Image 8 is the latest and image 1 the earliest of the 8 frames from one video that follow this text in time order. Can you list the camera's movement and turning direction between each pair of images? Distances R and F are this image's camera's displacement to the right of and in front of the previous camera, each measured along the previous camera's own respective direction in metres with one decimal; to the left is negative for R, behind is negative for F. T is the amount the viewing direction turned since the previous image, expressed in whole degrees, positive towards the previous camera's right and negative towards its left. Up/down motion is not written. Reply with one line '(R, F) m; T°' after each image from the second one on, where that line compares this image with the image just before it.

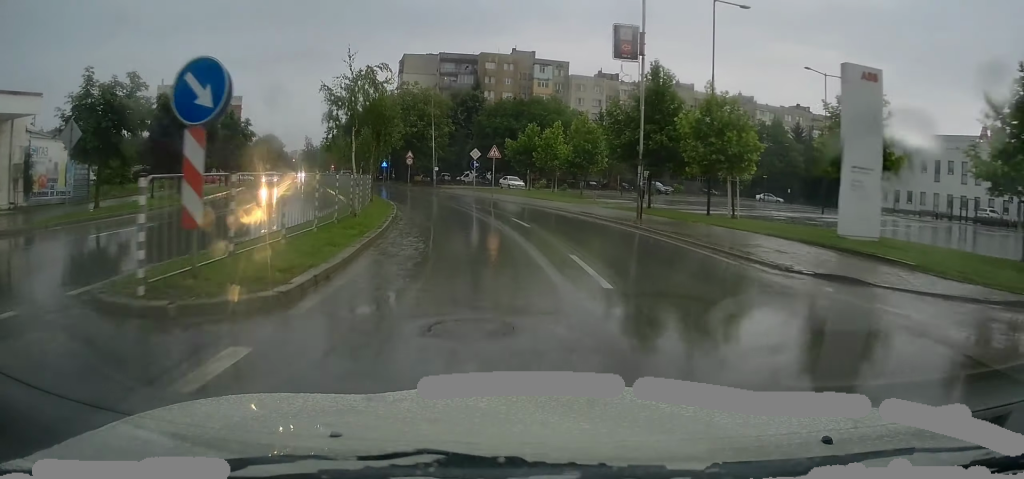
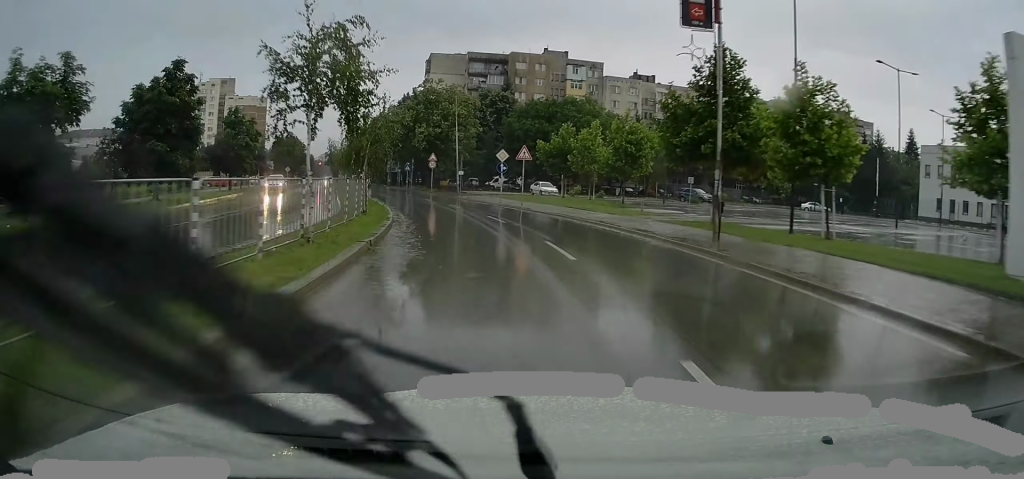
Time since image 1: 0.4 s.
(-0.1, +5.7) m; -3°
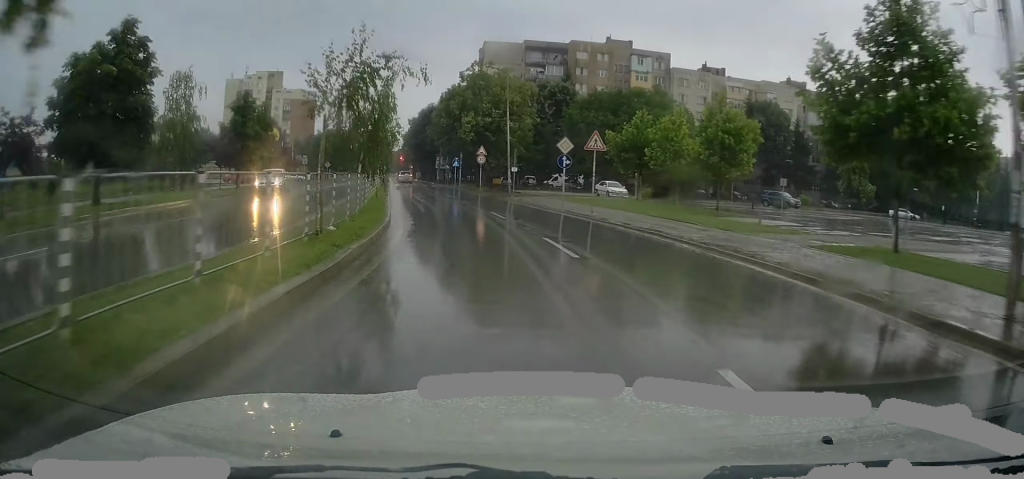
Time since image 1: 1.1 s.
(-0.3, +9.2) m; -6°
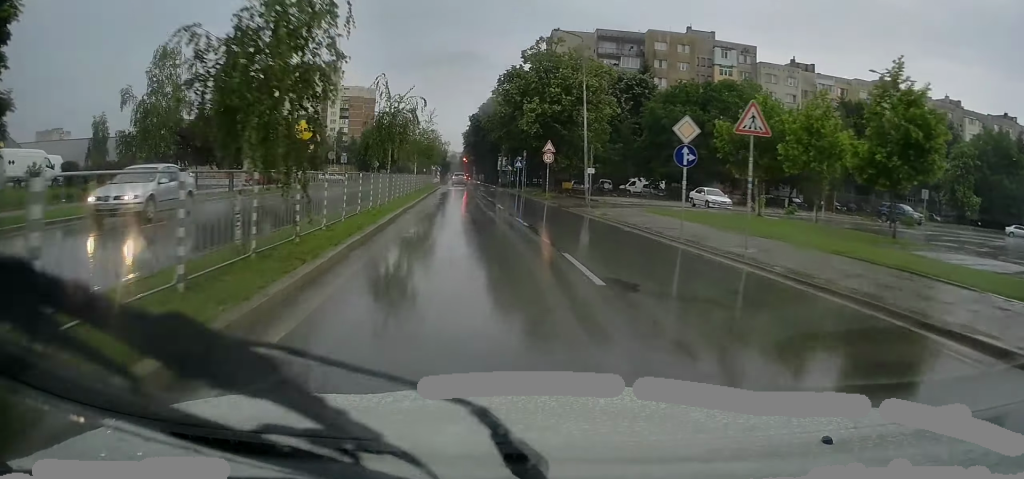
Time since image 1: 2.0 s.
(-0.8, +11.4) m; -6°
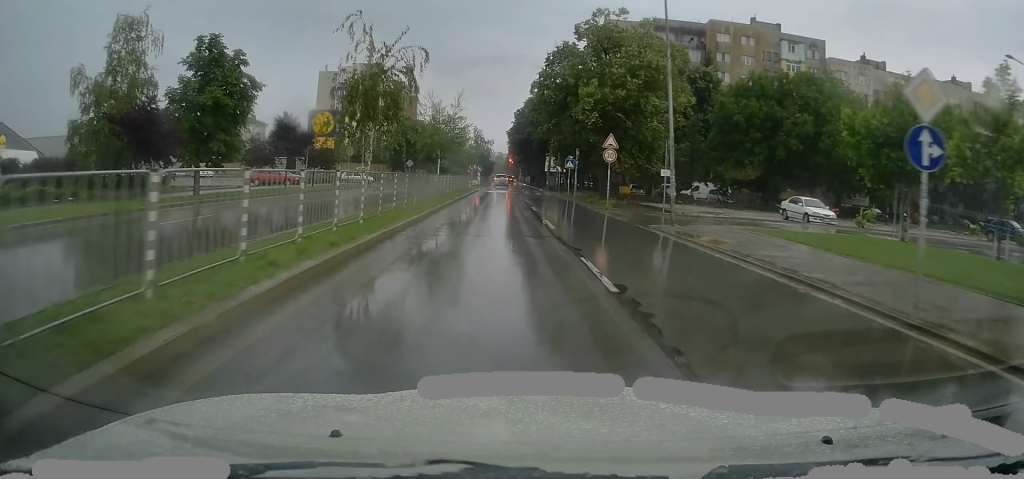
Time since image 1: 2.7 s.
(-0.4, +9.0) m; -4°
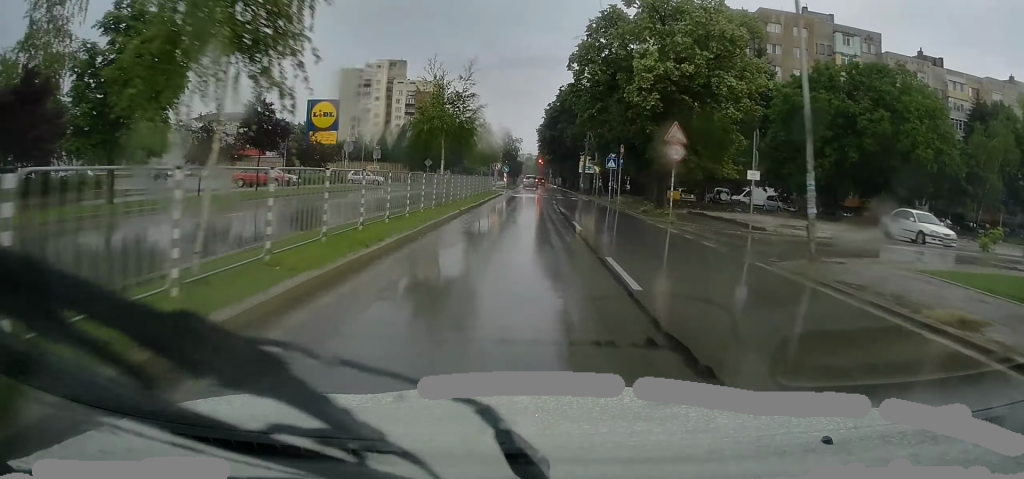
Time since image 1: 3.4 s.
(-0.2, +8.5) m; -2°
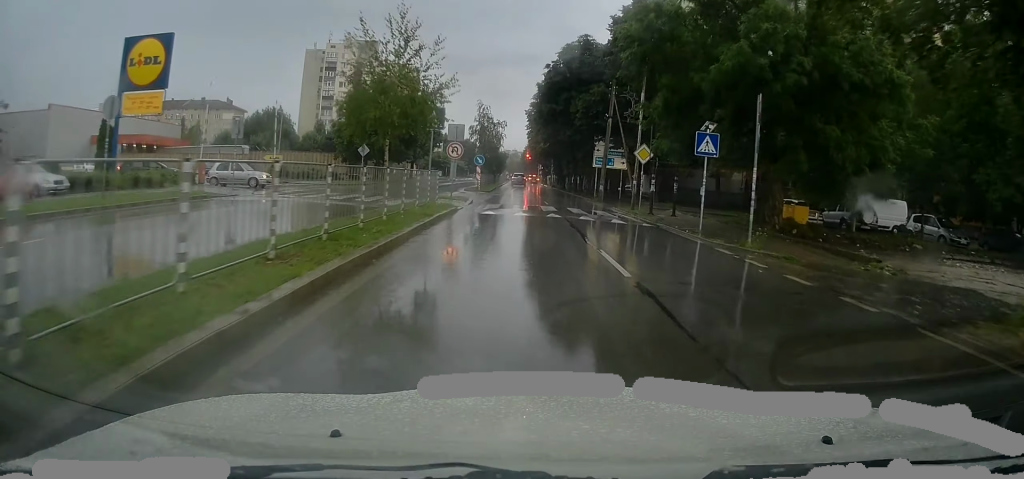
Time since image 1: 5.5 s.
(-0.7, +25.3) m; -2°
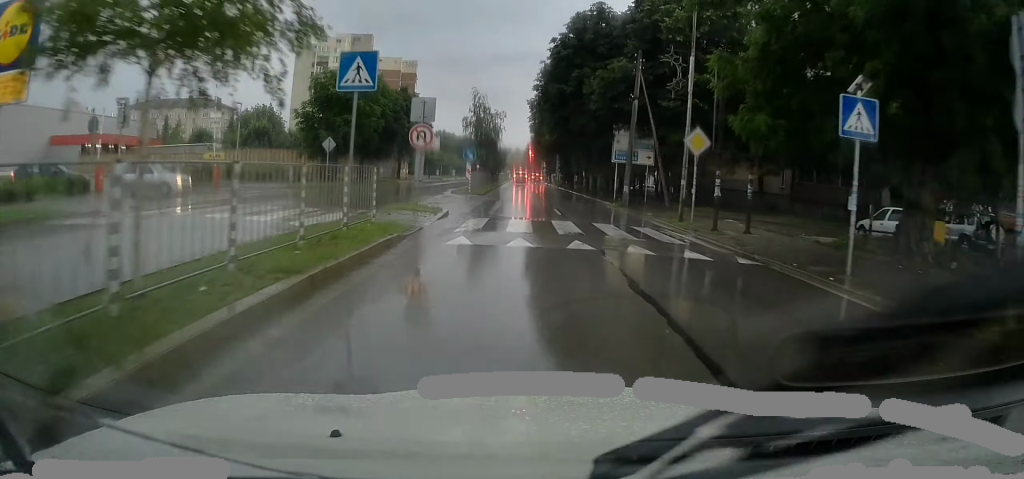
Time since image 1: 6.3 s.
(0.0, +9.6) m; +1°
